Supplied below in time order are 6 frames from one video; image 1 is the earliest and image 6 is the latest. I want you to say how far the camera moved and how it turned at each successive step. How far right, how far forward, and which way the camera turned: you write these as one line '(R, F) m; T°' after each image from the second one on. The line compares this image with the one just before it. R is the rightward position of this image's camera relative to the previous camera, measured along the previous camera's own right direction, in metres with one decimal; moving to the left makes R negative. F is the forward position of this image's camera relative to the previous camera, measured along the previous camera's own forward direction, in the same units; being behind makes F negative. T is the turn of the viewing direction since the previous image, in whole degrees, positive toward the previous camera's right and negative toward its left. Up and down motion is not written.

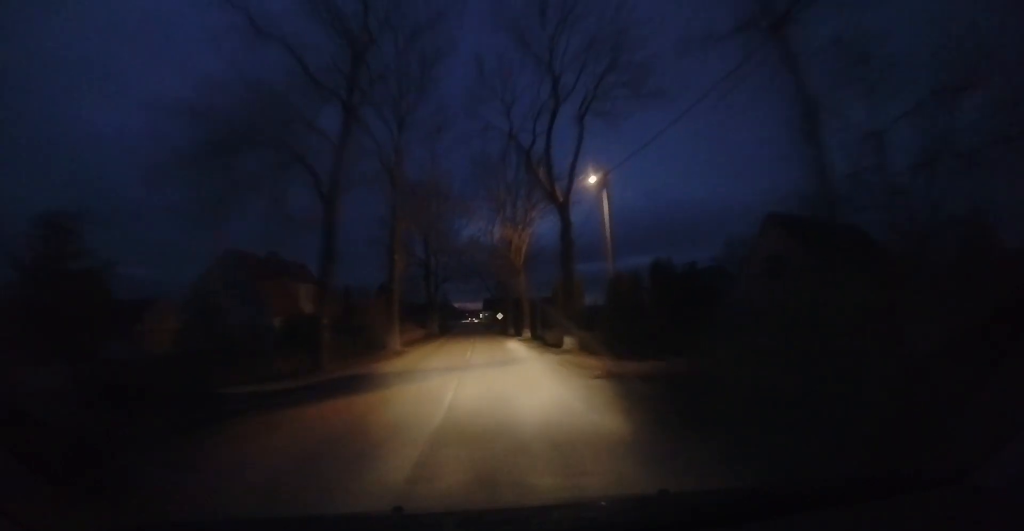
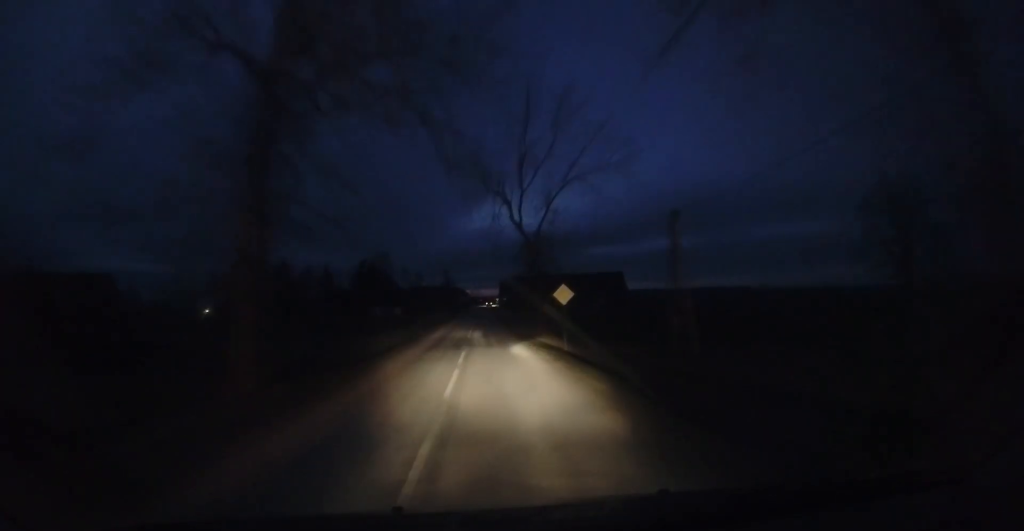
(-0.5, +34.9) m; -2°
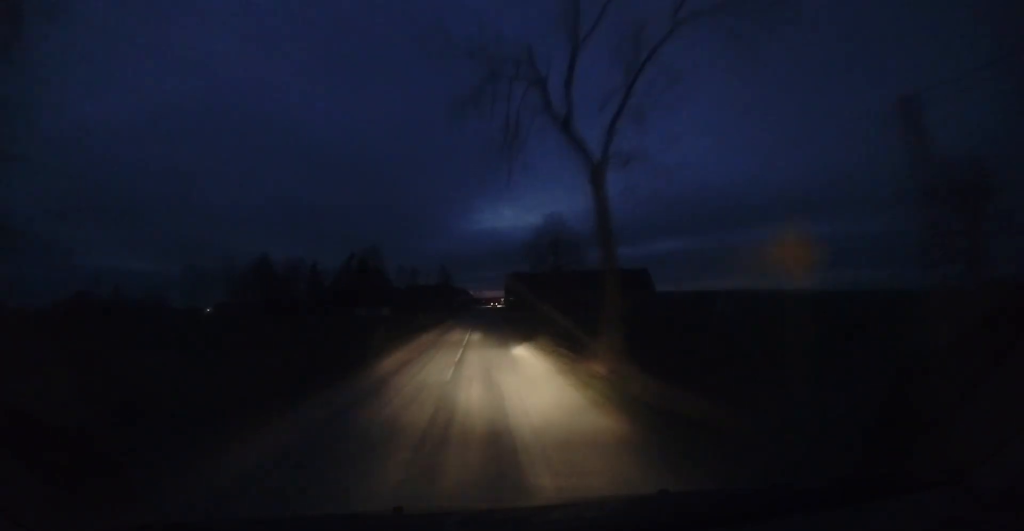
(-0.2, +12.4) m; 0°
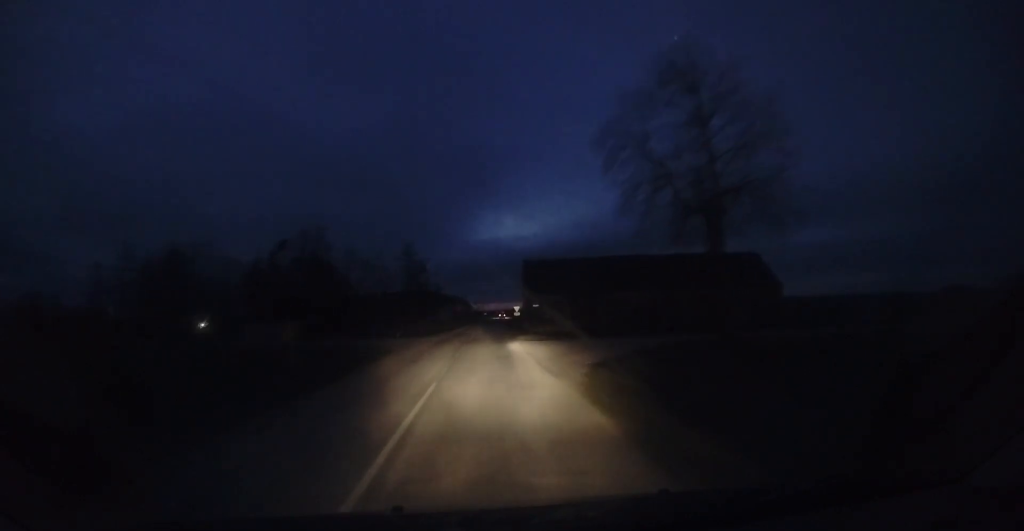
(+0.5, +32.0) m; +1°
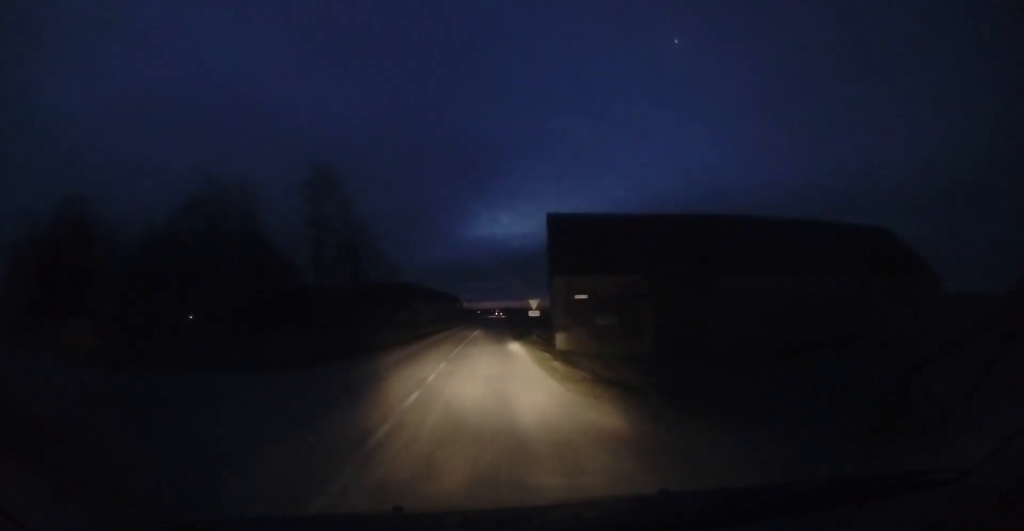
(+0.2, +19.4) m; +1°
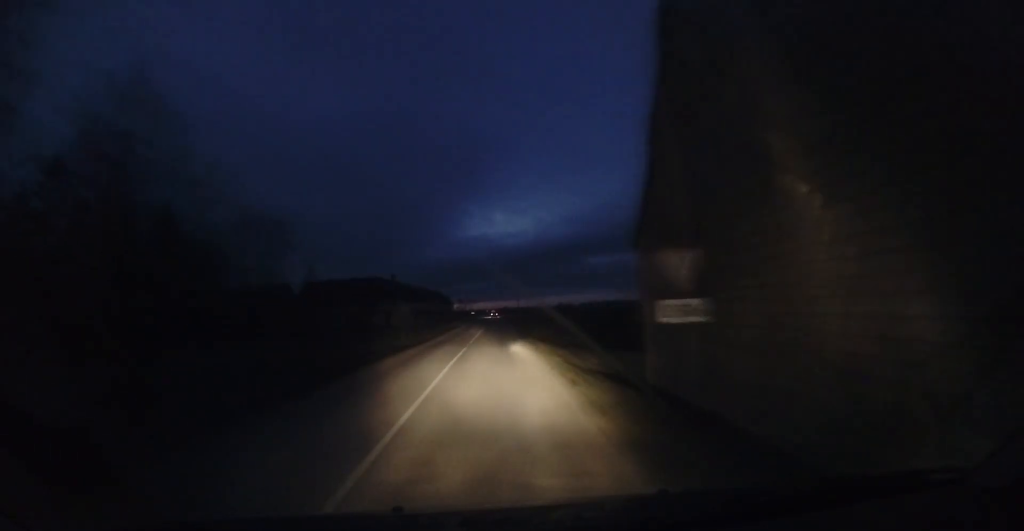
(0.0, +17.2) m; -1°
